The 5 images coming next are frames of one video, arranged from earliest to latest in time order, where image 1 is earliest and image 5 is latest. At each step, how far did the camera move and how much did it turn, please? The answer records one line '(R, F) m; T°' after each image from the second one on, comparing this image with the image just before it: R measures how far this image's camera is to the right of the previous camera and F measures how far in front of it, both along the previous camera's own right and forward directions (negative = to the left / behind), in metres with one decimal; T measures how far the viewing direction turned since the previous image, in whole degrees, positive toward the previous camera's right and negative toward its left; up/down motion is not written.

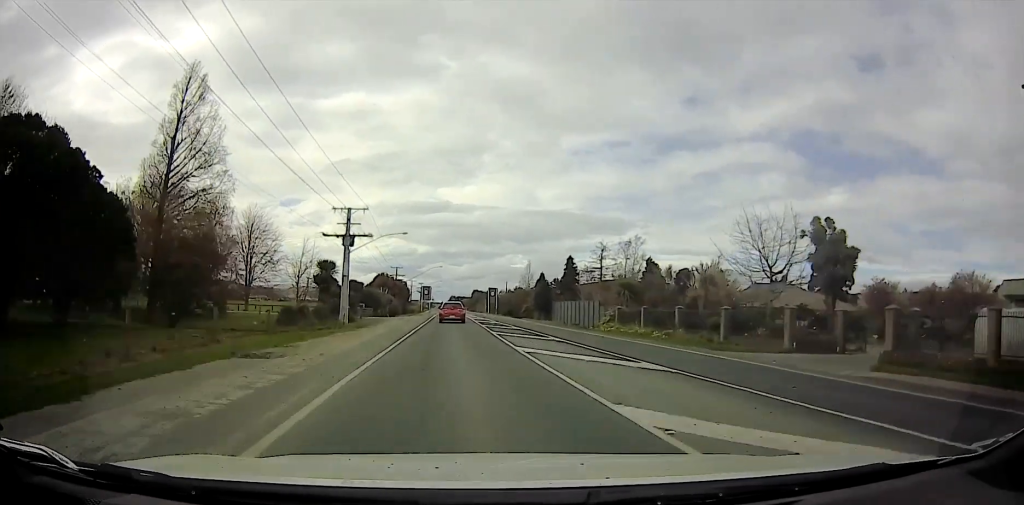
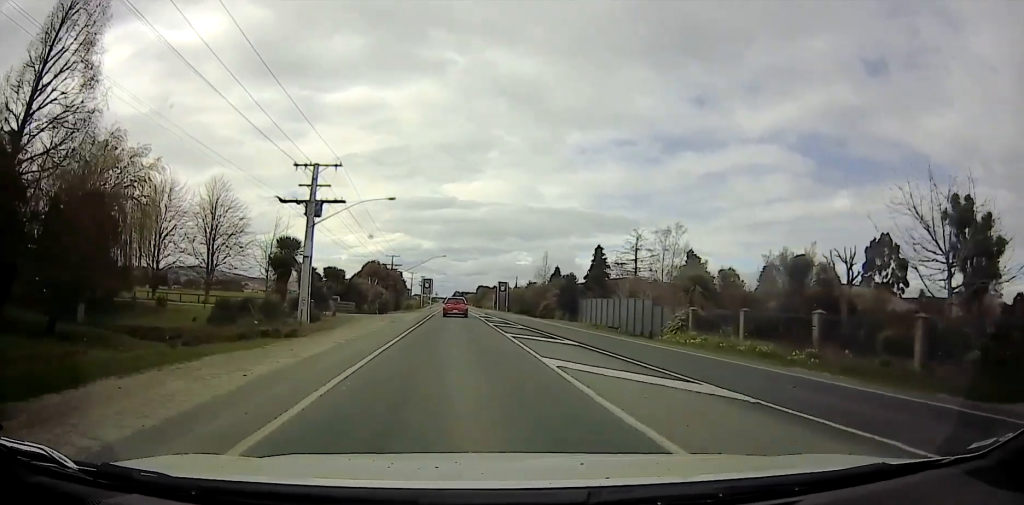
(0.0, +13.4) m; 0°
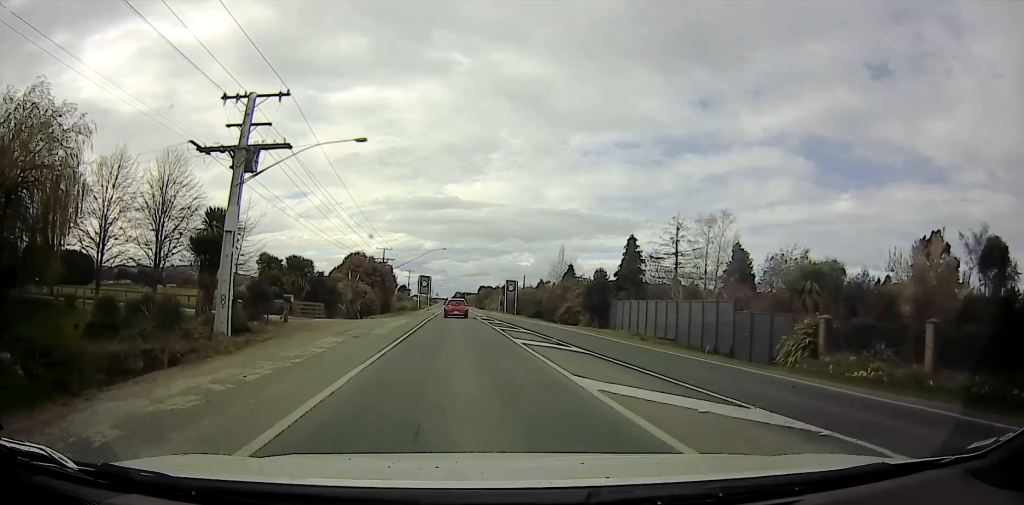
(0.0, +12.2) m; 0°
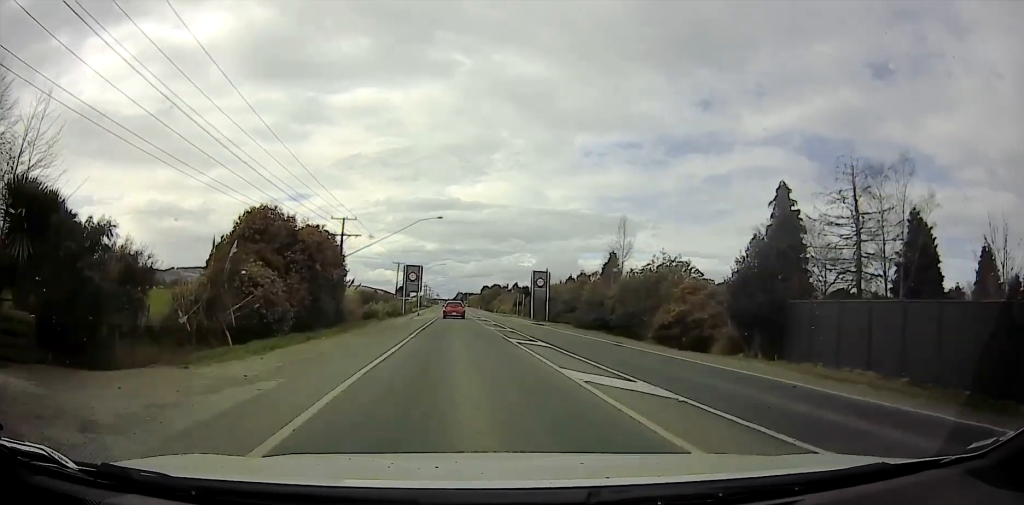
(+0.2, +27.4) m; +2°
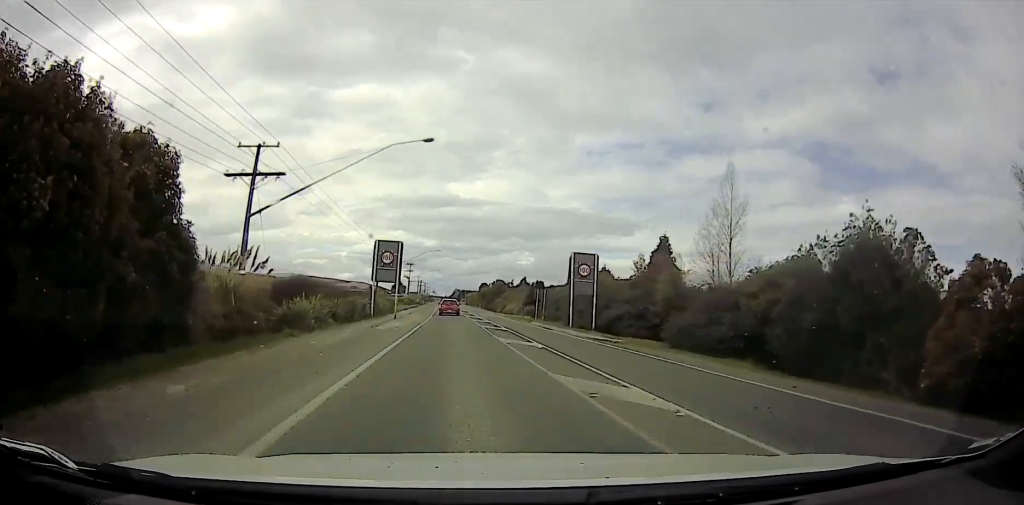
(+0.2, +18.9) m; 0°
